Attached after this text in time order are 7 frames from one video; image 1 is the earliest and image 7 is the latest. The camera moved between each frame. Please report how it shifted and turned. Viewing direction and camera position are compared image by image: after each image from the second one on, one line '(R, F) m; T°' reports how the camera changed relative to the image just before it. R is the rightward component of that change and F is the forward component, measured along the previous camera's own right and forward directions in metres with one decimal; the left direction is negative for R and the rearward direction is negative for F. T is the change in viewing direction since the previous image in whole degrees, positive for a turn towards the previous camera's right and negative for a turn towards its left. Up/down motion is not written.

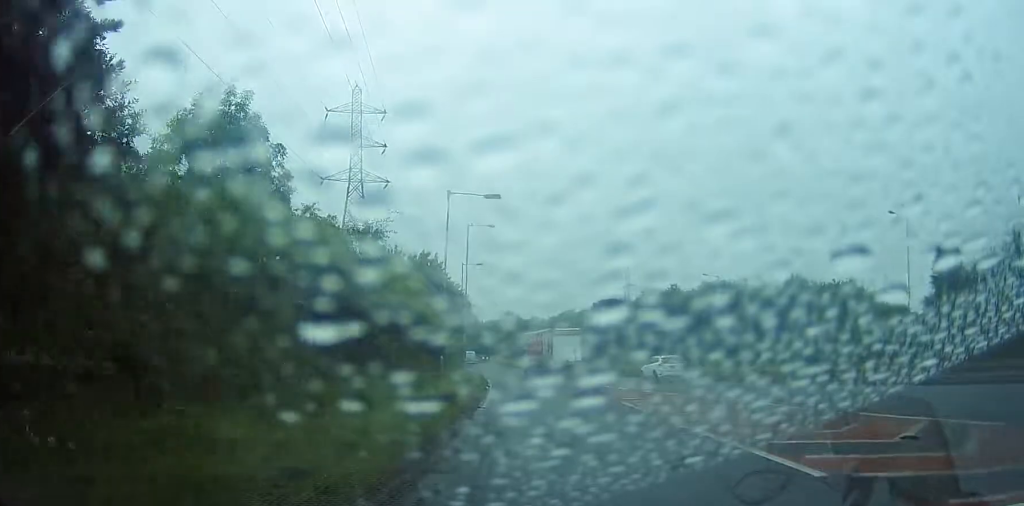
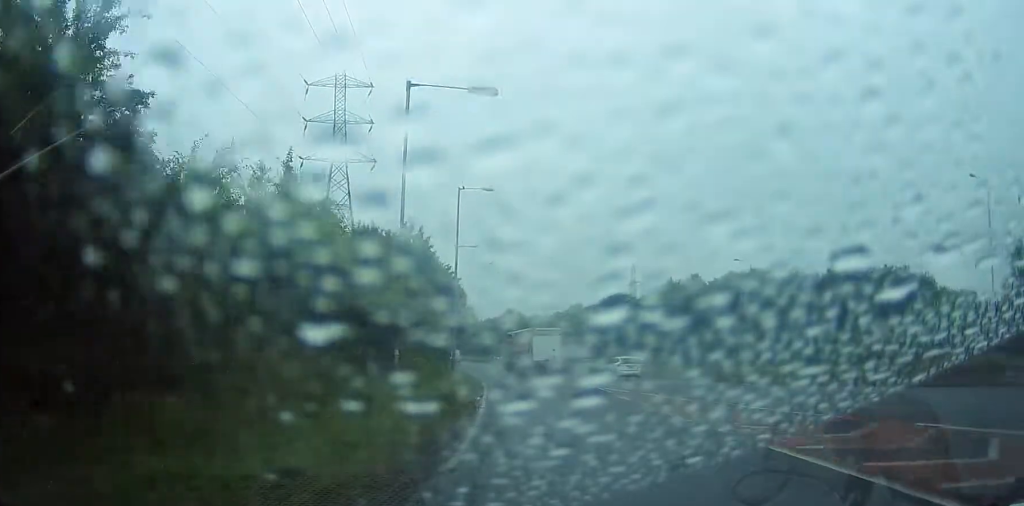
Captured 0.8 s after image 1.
(+0.1, +11.7) m; 0°
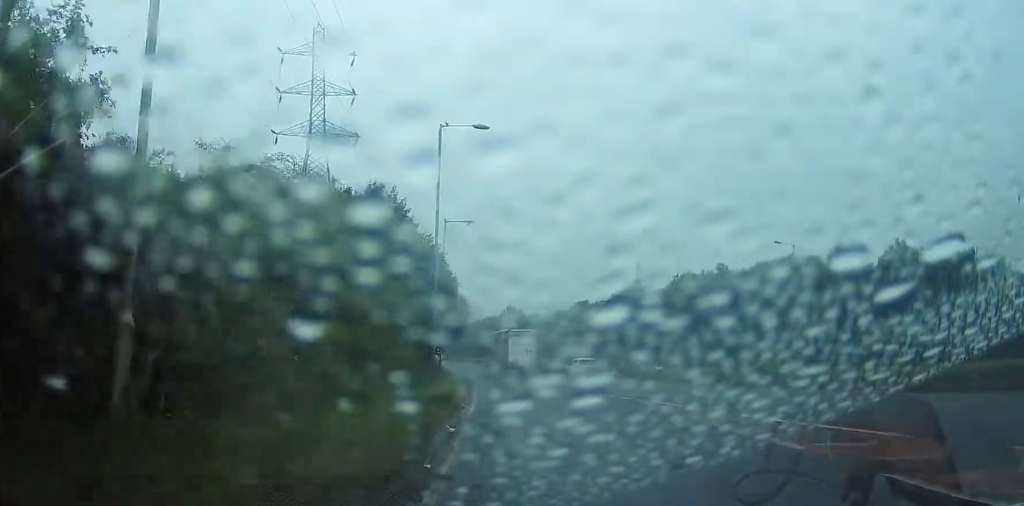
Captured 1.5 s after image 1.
(-0.1, +12.1) m; -2°
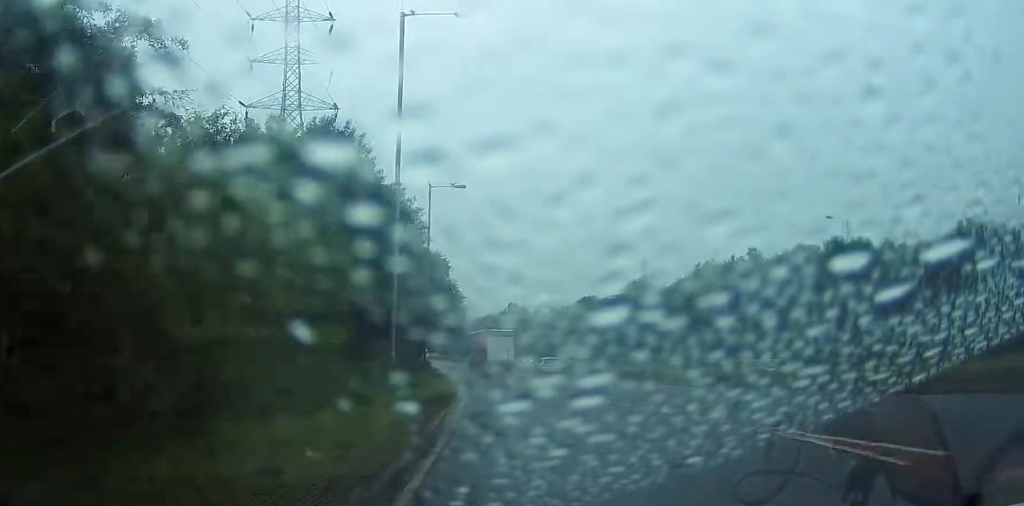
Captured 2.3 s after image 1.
(-0.3, +11.3) m; 0°
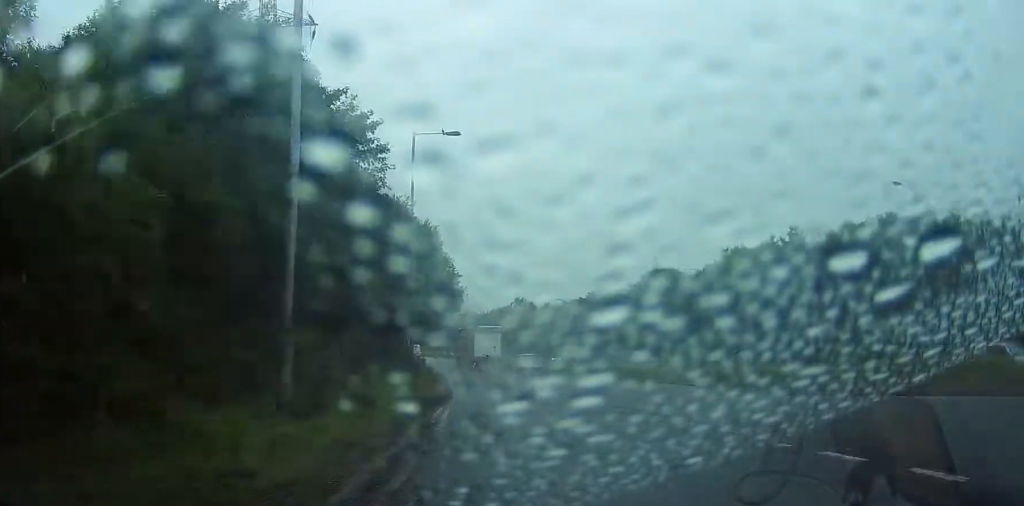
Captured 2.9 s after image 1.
(0.0, +10.3) m; 0°
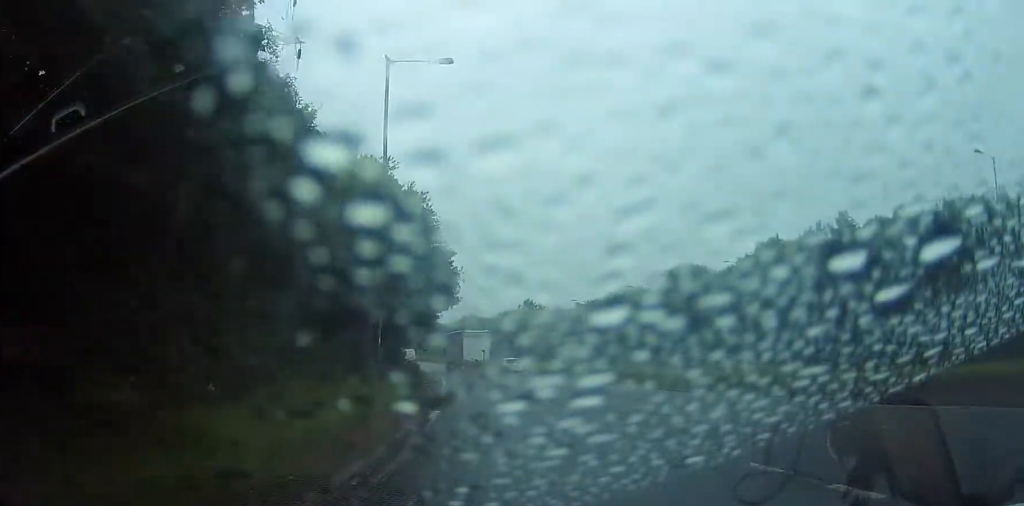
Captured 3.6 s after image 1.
(+0.3, +9.5) m; 0°
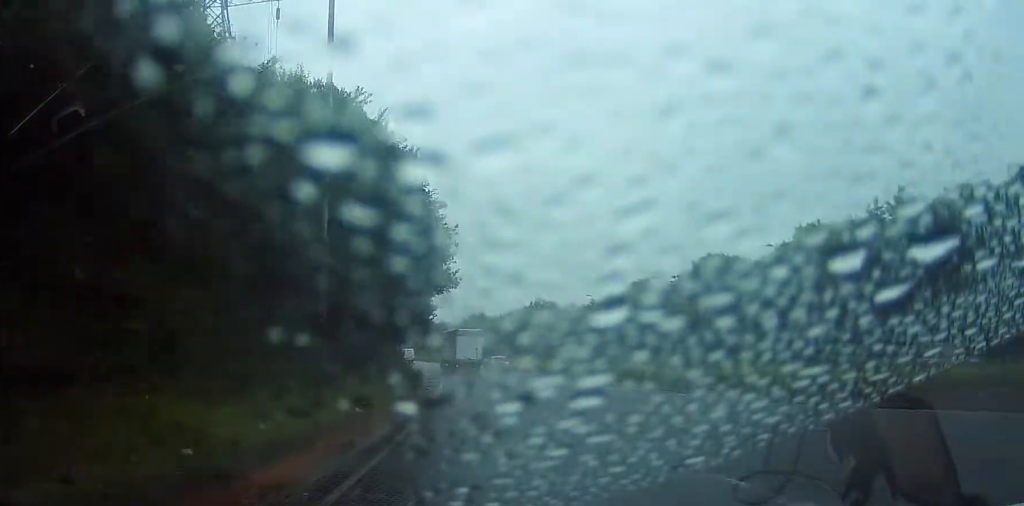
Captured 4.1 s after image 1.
(-0.2, +8.9) m; -2°
